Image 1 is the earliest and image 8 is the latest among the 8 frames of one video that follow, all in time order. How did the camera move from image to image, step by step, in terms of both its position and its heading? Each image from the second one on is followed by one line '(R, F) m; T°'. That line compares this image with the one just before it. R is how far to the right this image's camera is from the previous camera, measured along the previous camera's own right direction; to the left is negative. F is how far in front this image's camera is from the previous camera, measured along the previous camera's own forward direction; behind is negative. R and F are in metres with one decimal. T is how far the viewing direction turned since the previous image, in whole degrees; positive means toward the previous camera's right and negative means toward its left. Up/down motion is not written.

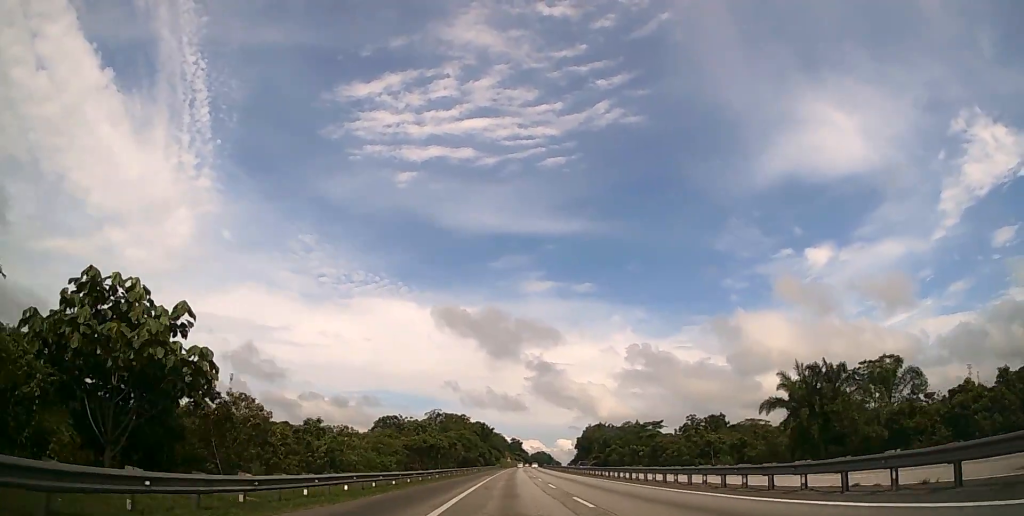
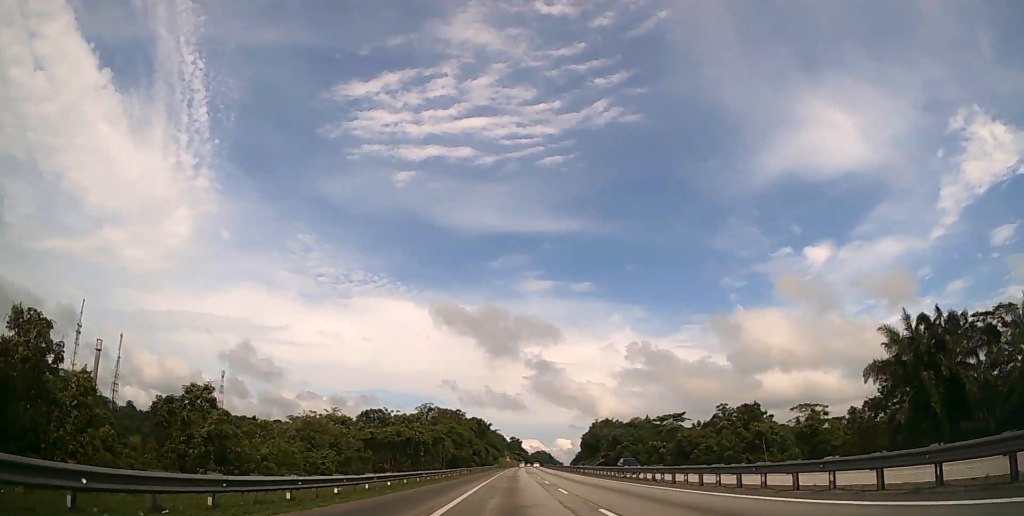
(0.0, +17.5) m; 0°
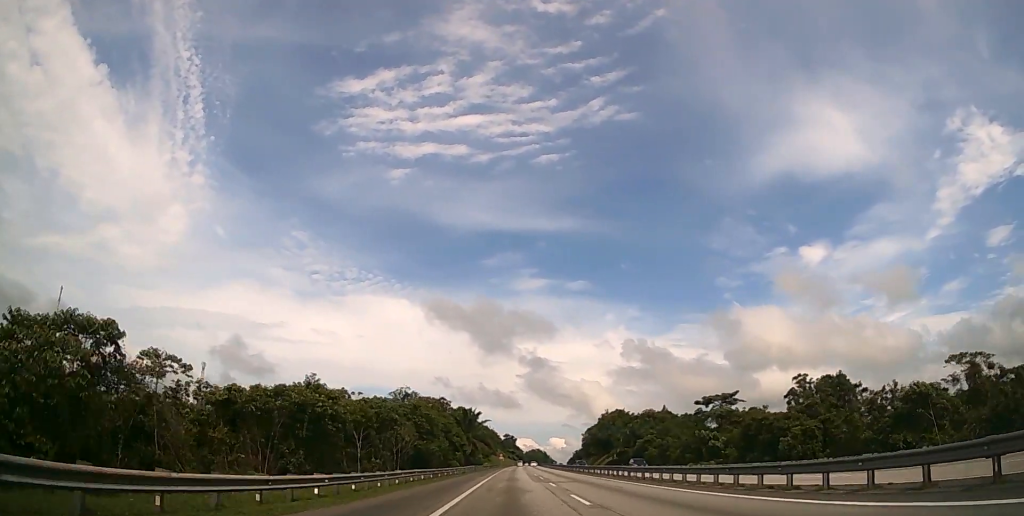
(+0.2, +29.9) m; +1°
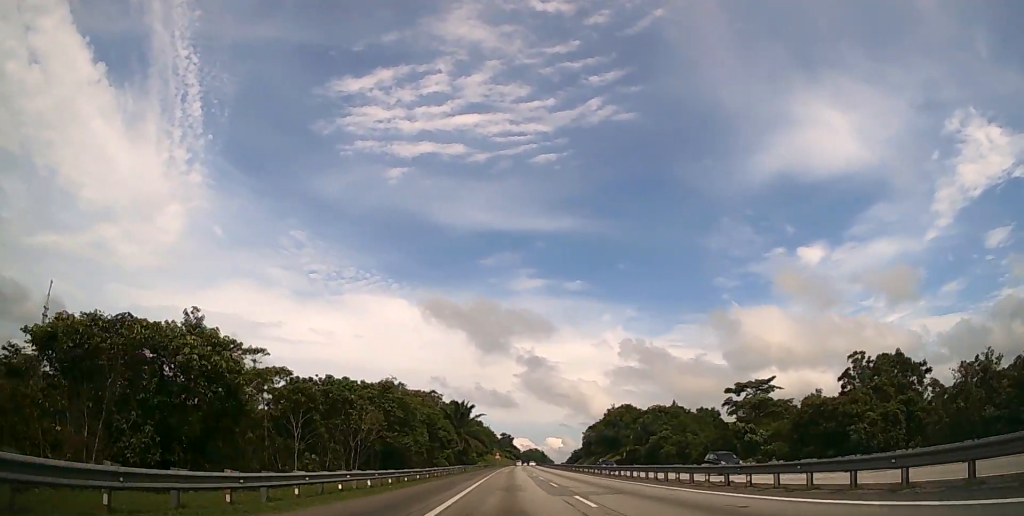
(0.0, +13.4) m; 0°
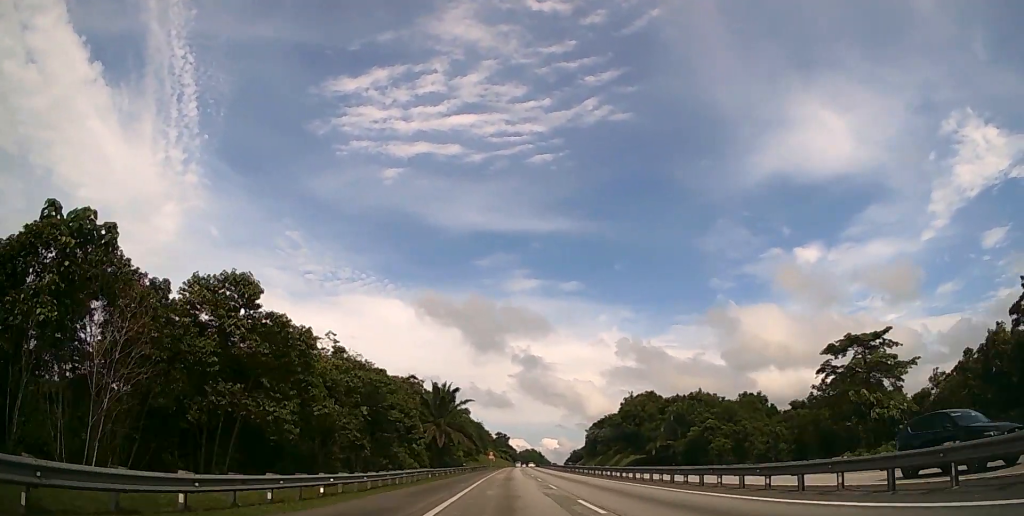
(+0.1, +25.8) m; 0°
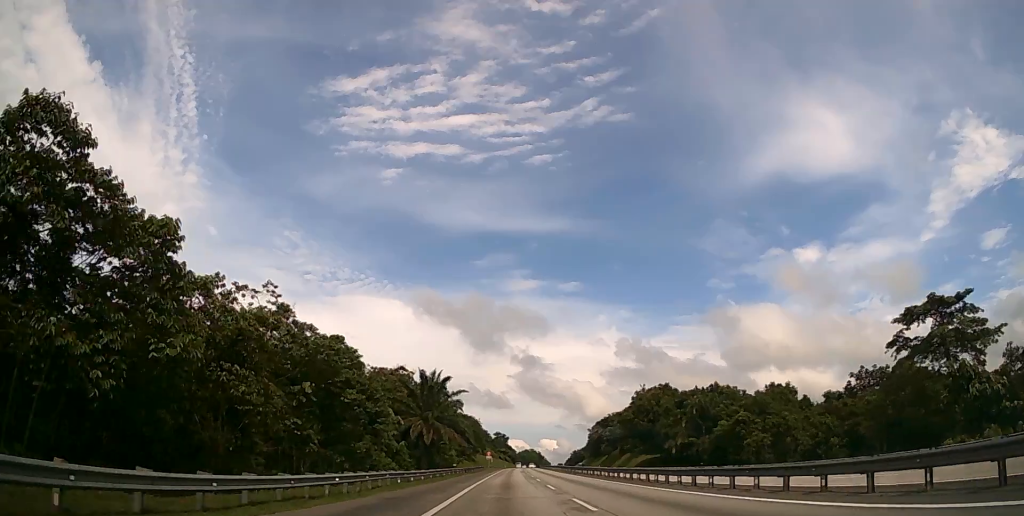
(0.0, +11.3) m; 0°
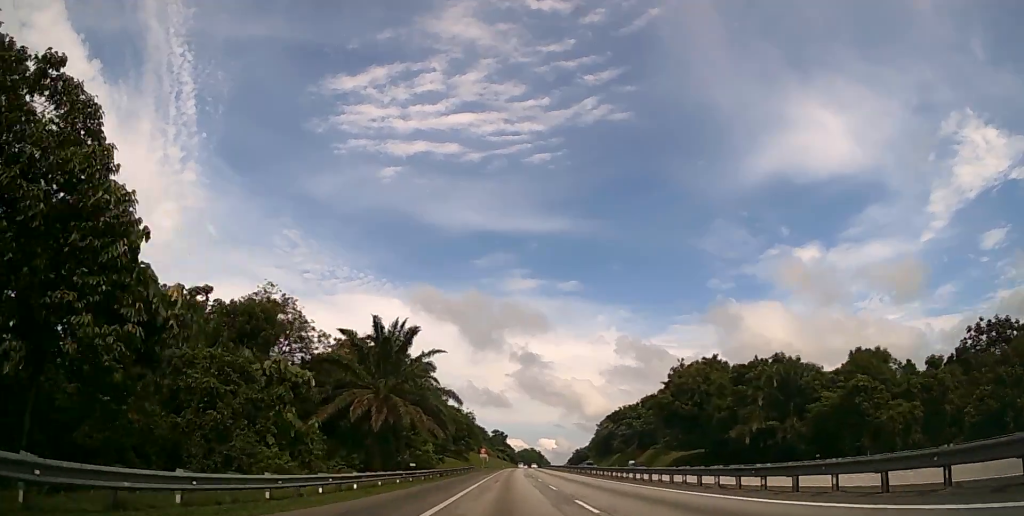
(0.0, +24.8) m; 0°
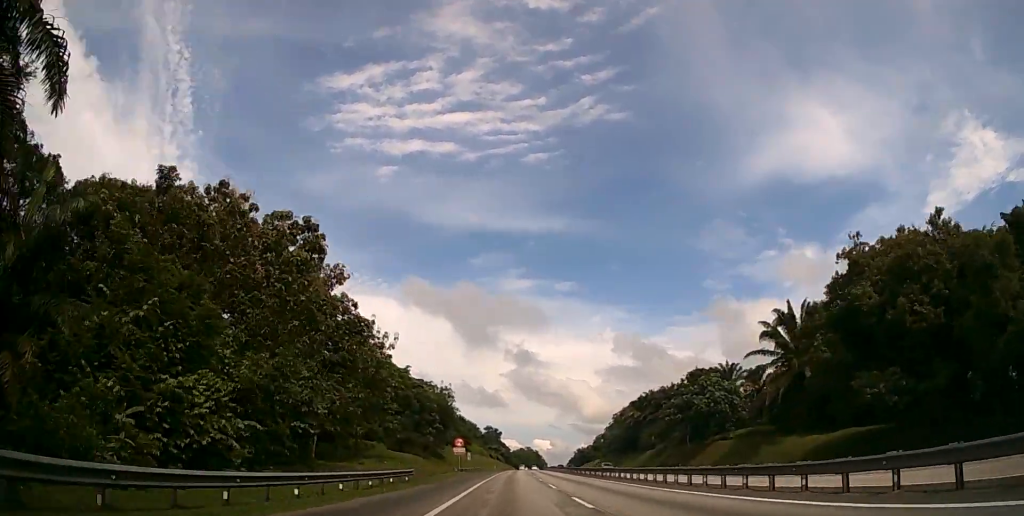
(+0.1, +46.9) m; 0°
